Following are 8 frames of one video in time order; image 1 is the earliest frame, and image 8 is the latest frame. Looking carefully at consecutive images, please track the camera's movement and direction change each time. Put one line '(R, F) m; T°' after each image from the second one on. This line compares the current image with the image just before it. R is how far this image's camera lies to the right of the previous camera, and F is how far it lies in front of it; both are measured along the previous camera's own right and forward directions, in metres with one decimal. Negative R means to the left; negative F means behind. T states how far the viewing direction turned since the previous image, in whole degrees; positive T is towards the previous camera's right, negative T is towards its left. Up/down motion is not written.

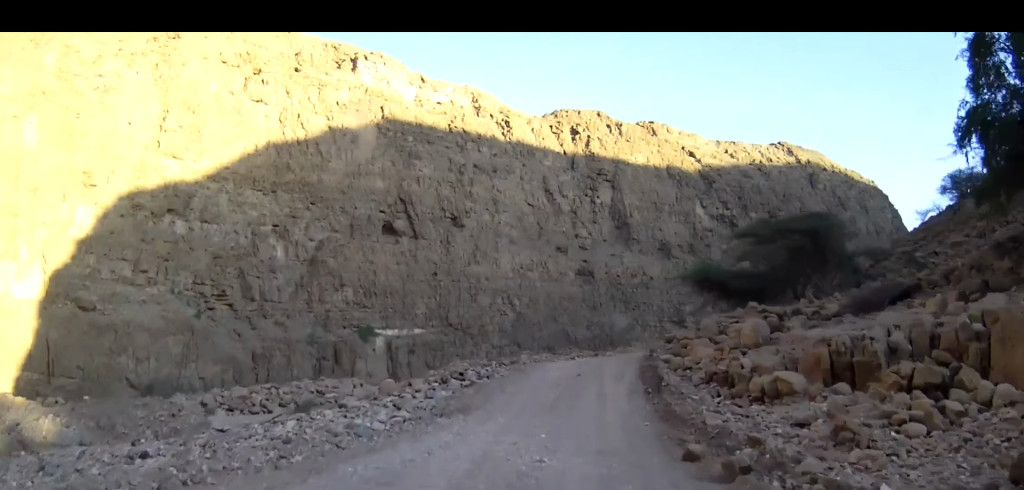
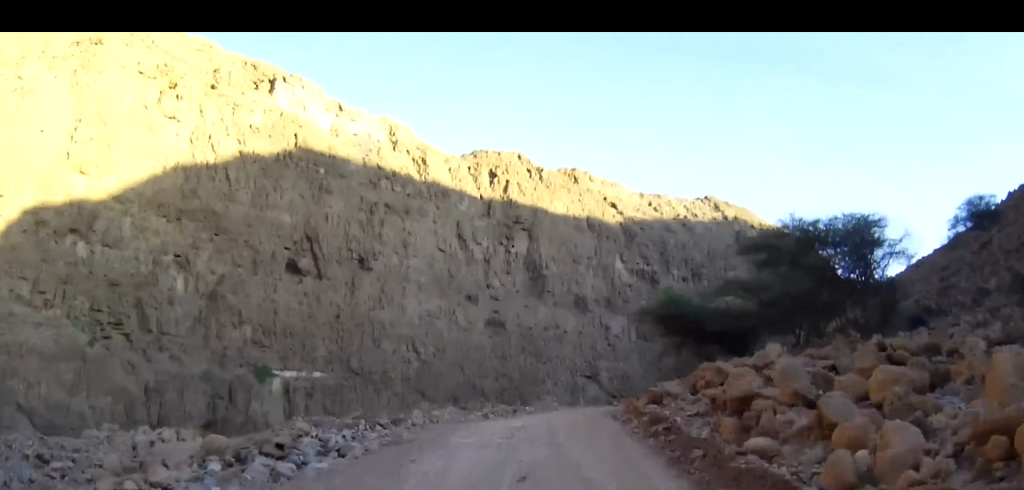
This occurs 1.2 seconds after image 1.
(+0.7, +11.8) m; +6°
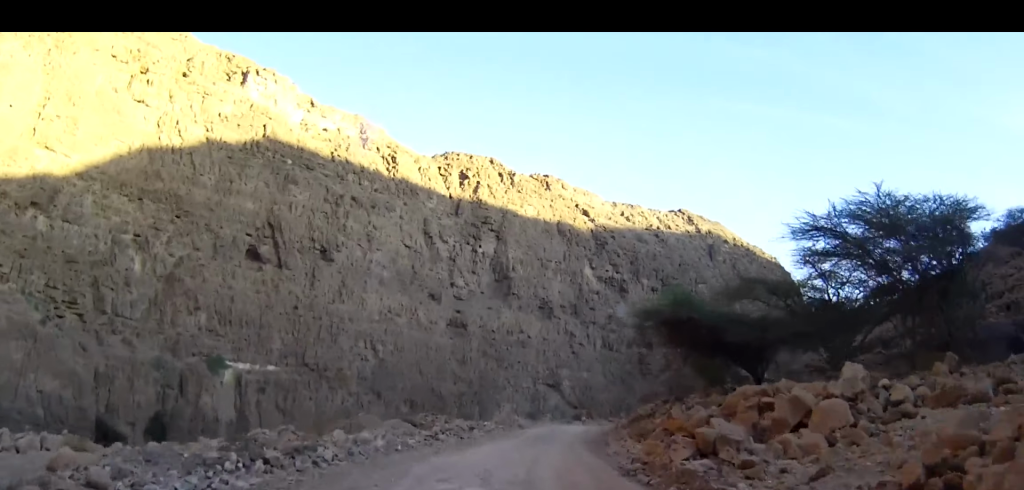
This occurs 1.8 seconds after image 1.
(+0.1, +6.7) m; +3°
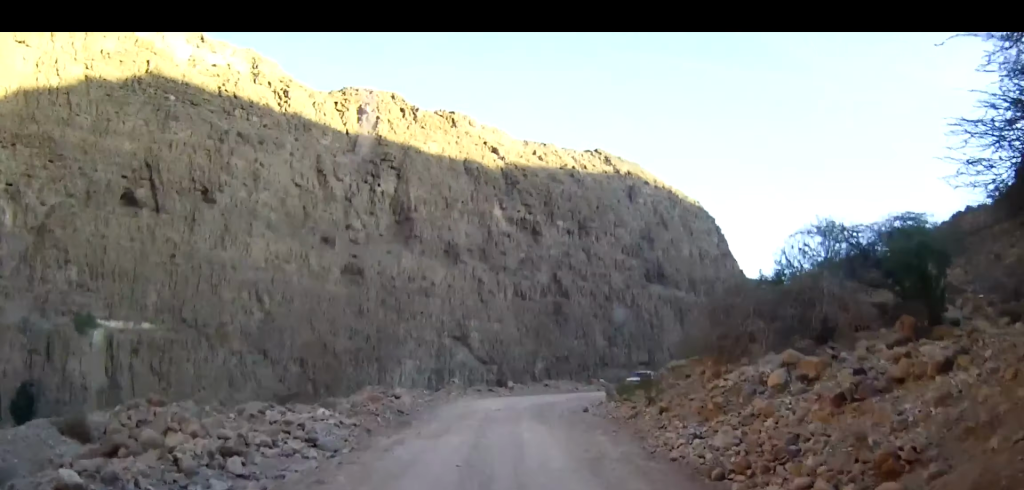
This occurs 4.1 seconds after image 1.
(+1.9, +23.6) m; +8°
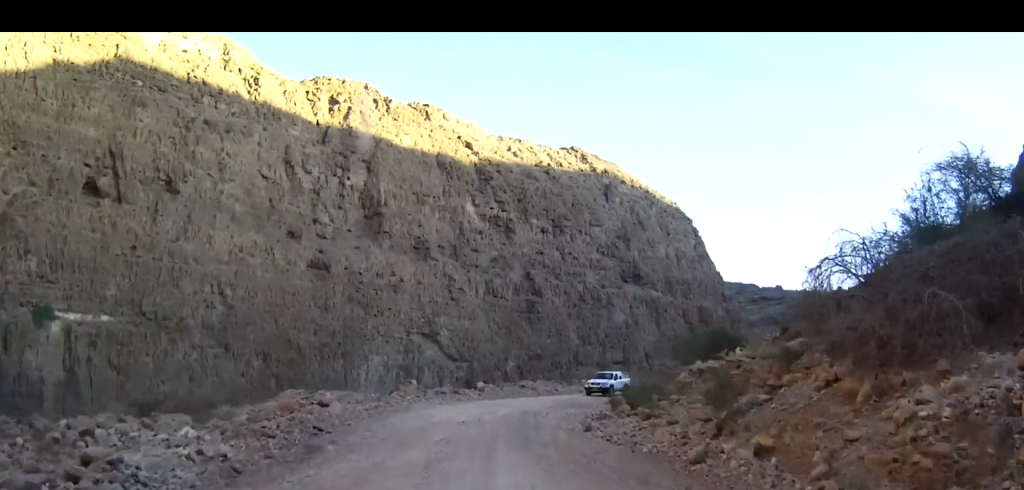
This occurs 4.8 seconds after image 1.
(+0.1, +7.0) m; +2°
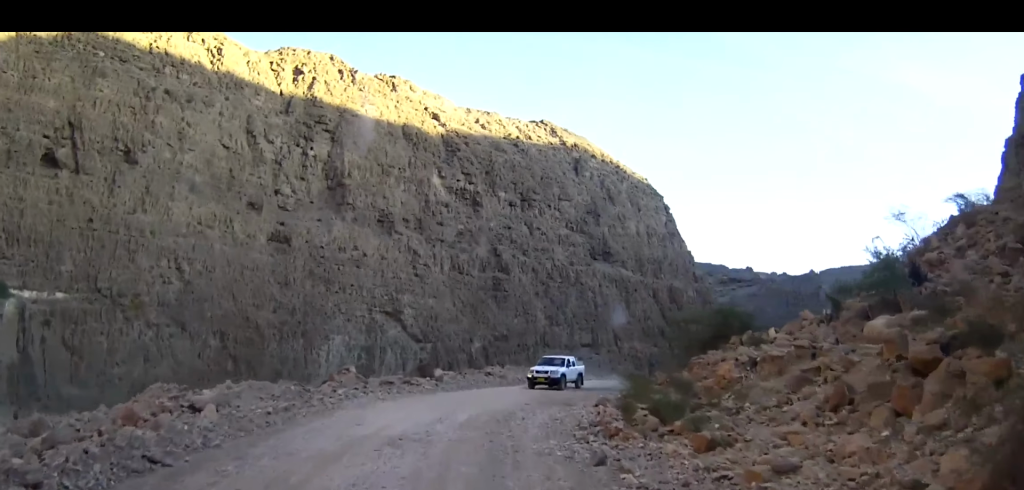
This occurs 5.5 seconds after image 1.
(+0.1, +7.3) m; +2°
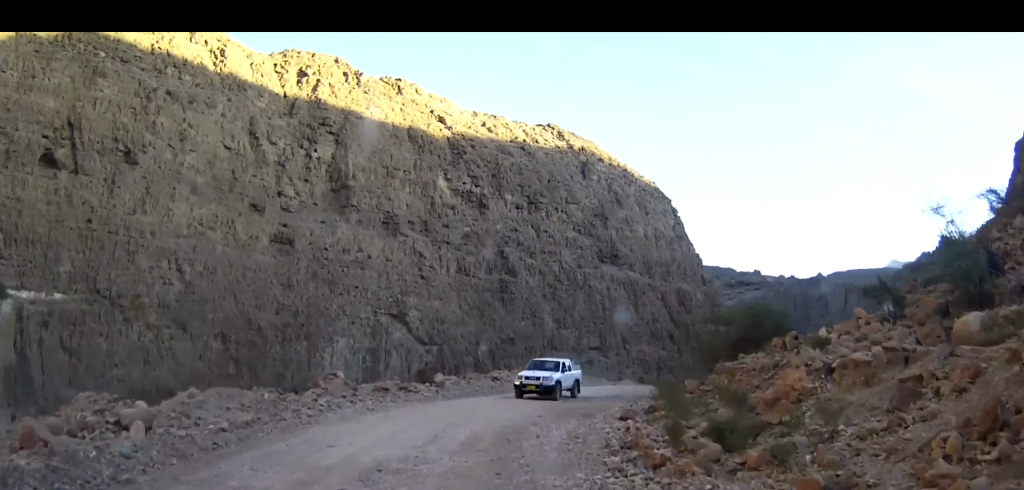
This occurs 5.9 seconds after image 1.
(0.0, +4.2) m; +1°
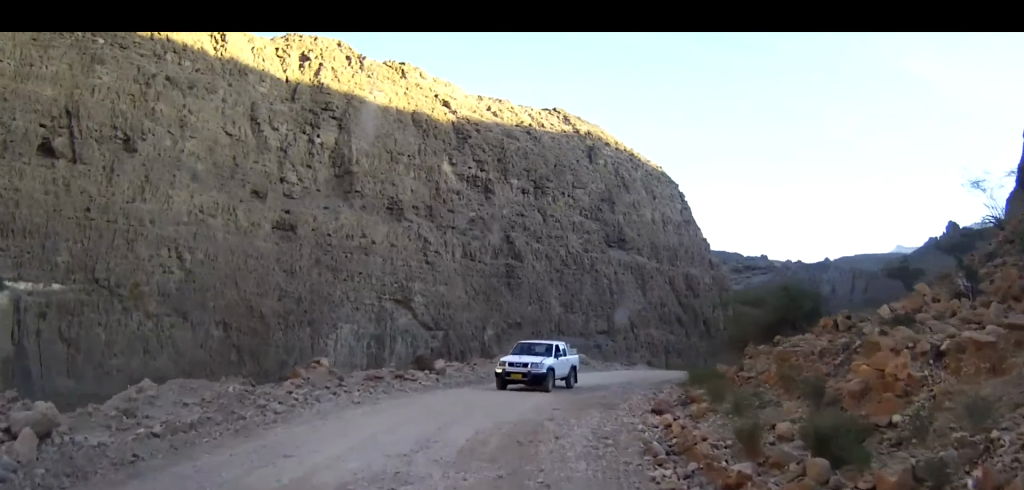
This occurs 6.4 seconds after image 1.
(0.0, +3.8) m; +1°
